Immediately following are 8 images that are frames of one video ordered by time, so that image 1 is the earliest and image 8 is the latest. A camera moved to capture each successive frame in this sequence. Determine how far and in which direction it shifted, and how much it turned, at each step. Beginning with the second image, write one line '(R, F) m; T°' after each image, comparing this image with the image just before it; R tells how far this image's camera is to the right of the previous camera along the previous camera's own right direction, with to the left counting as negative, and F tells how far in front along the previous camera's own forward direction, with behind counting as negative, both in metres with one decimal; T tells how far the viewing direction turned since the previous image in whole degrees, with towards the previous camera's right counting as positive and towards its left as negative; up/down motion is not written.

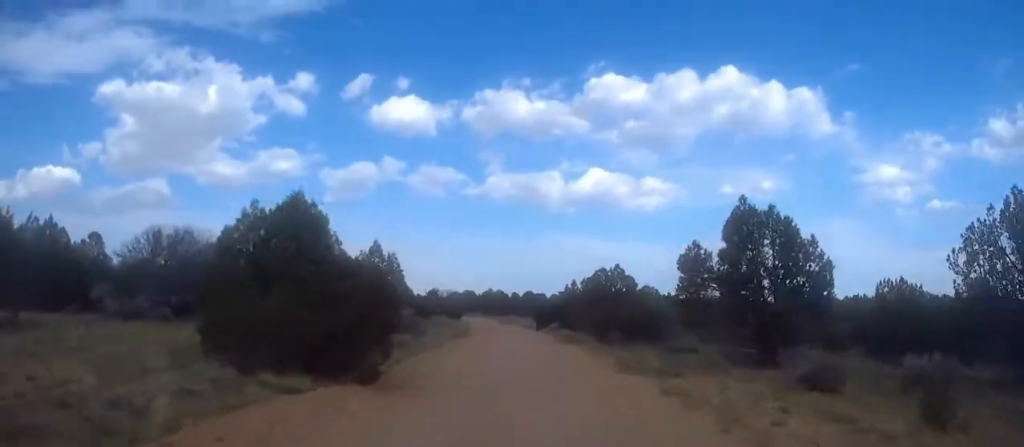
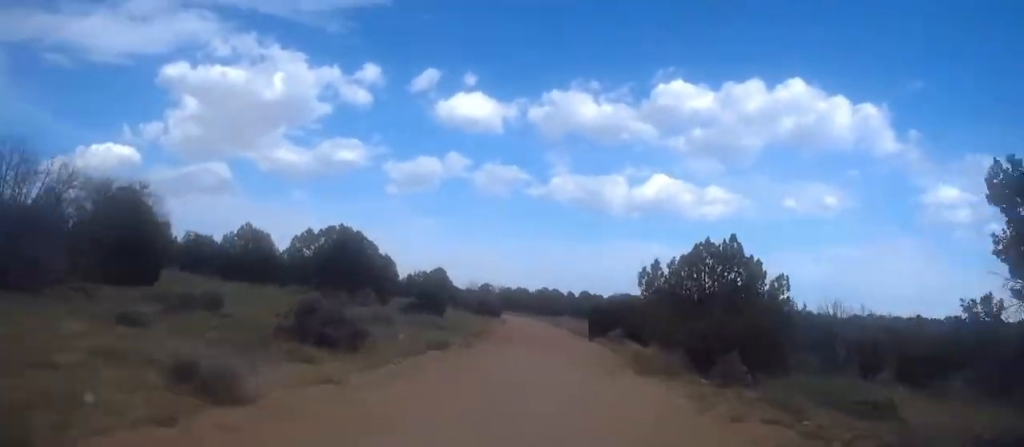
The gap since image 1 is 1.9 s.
(-0.2, +16.0) m; -4°
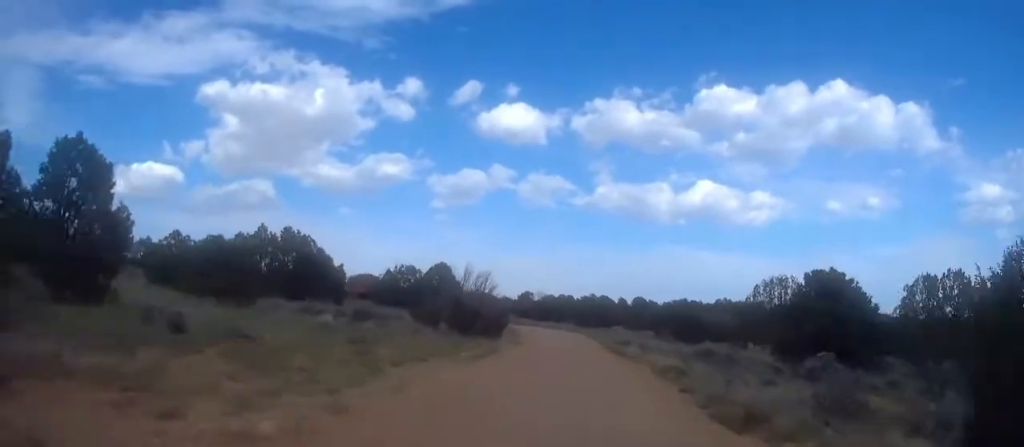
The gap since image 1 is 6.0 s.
(-2.4, +35.8) m; -5°
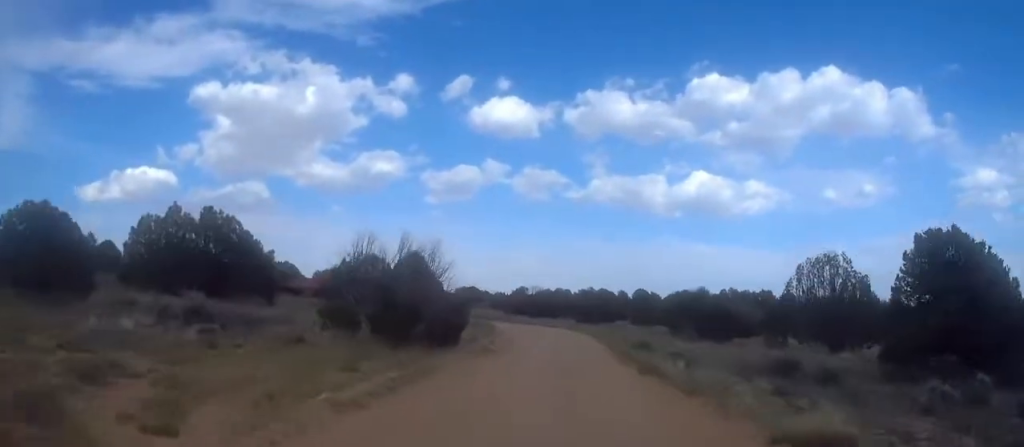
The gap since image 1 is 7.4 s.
(-0.1, +12.9) m; -1°
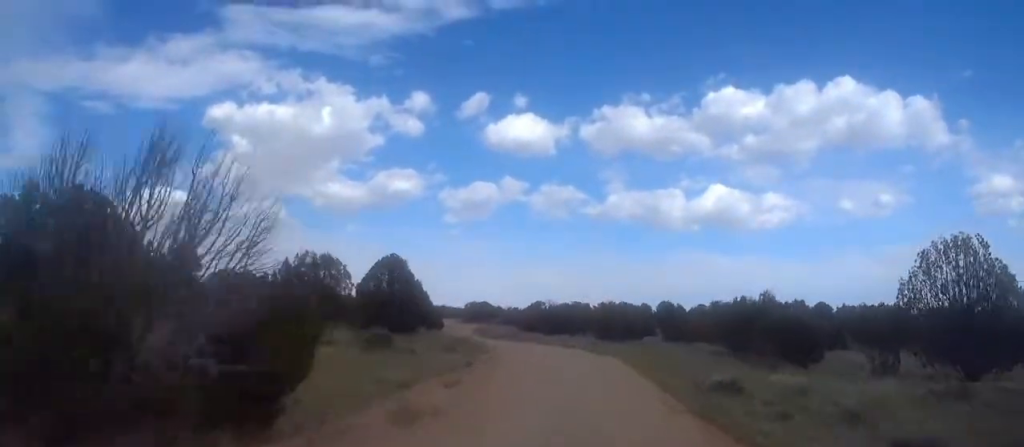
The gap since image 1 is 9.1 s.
(-0.1, +16.2) m; 0°
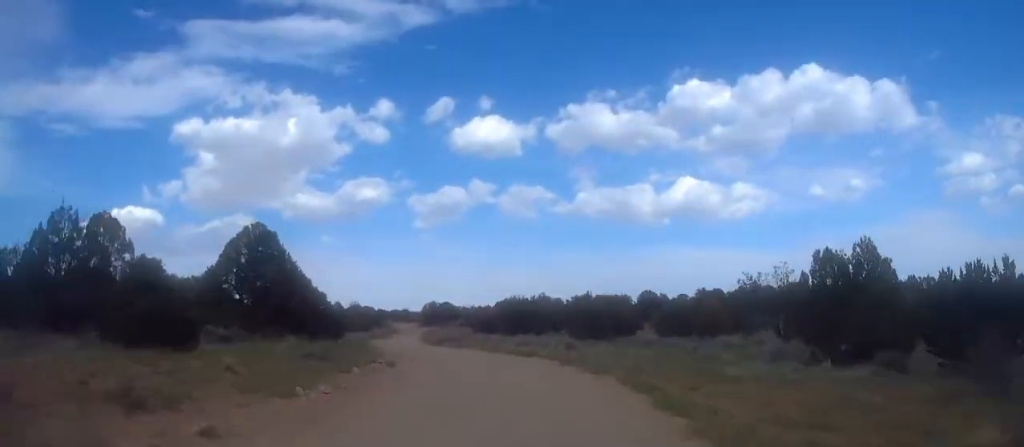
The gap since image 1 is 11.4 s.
(0.0, +21.5) m; -1°
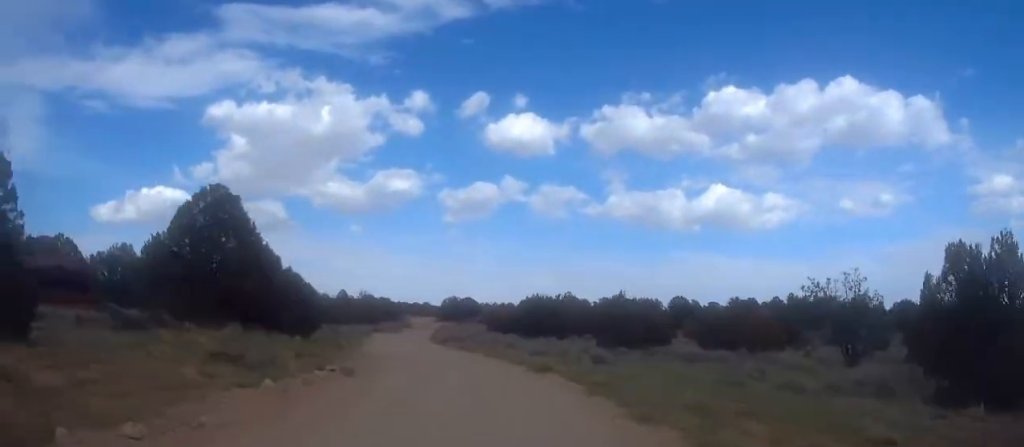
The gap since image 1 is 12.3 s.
(+0.2, +8.3) m; -1°
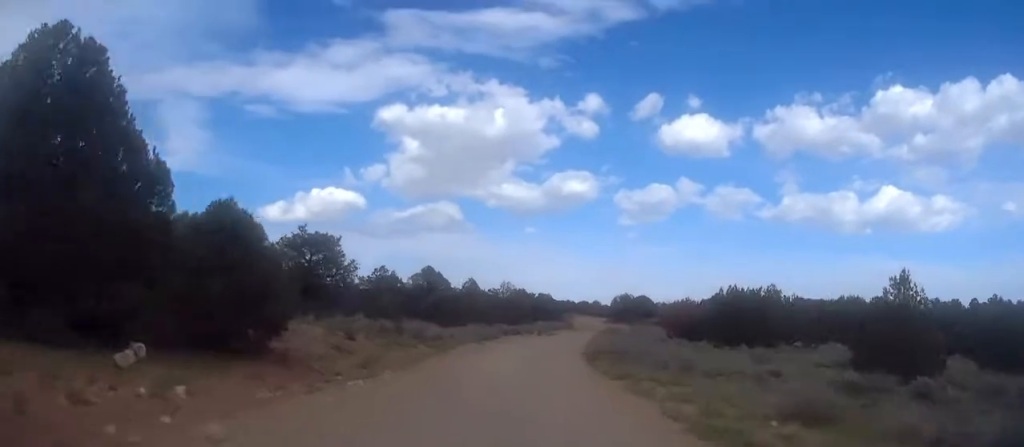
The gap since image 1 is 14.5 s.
(-1.1, +21.4) m; -8°
